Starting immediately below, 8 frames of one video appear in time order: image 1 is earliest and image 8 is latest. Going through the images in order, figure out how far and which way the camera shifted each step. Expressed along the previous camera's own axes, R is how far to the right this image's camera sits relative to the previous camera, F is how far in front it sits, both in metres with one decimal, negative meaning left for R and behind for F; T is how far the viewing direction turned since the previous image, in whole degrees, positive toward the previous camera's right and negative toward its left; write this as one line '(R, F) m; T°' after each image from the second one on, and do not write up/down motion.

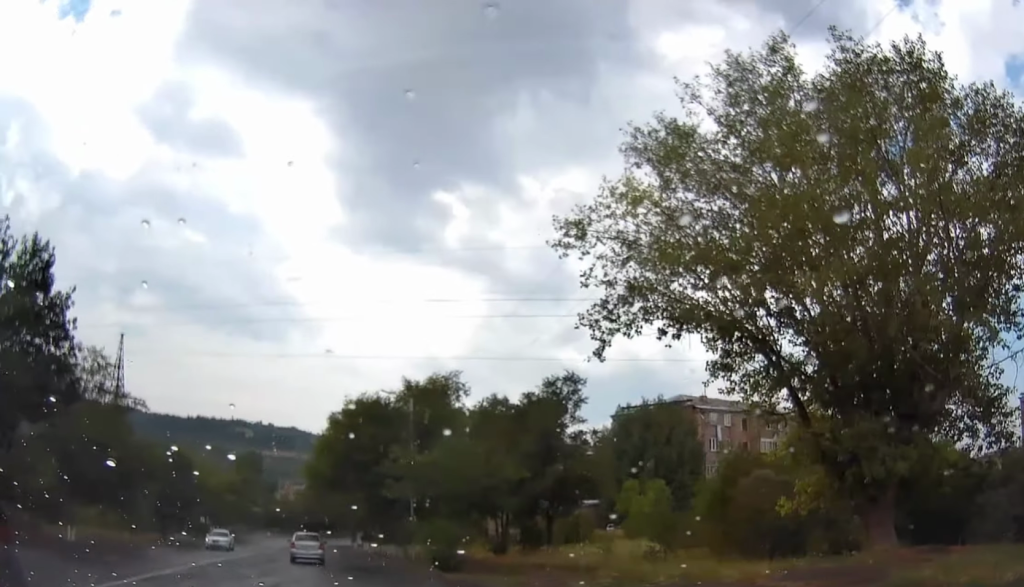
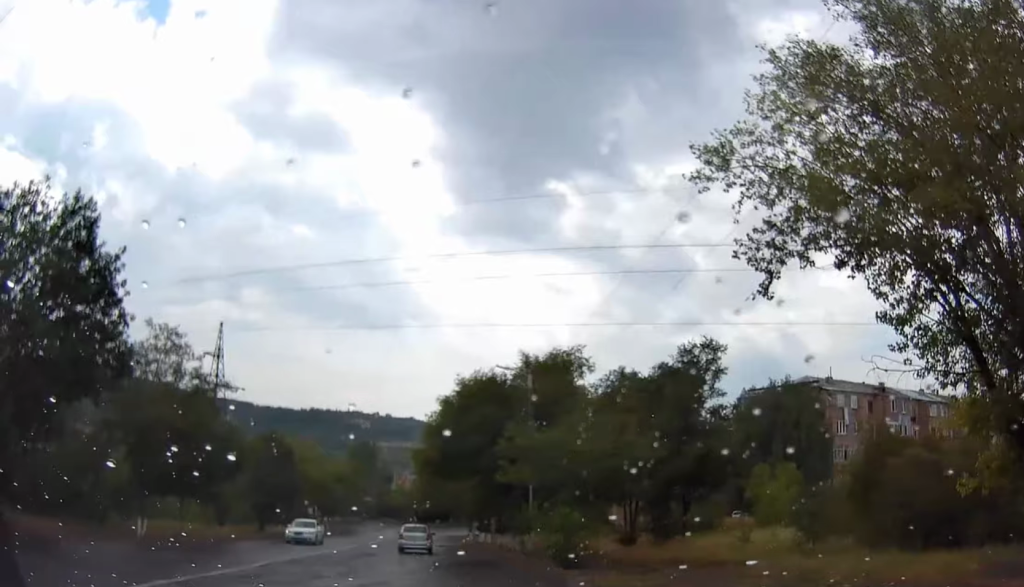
(0.0, +2.7) m; -11°
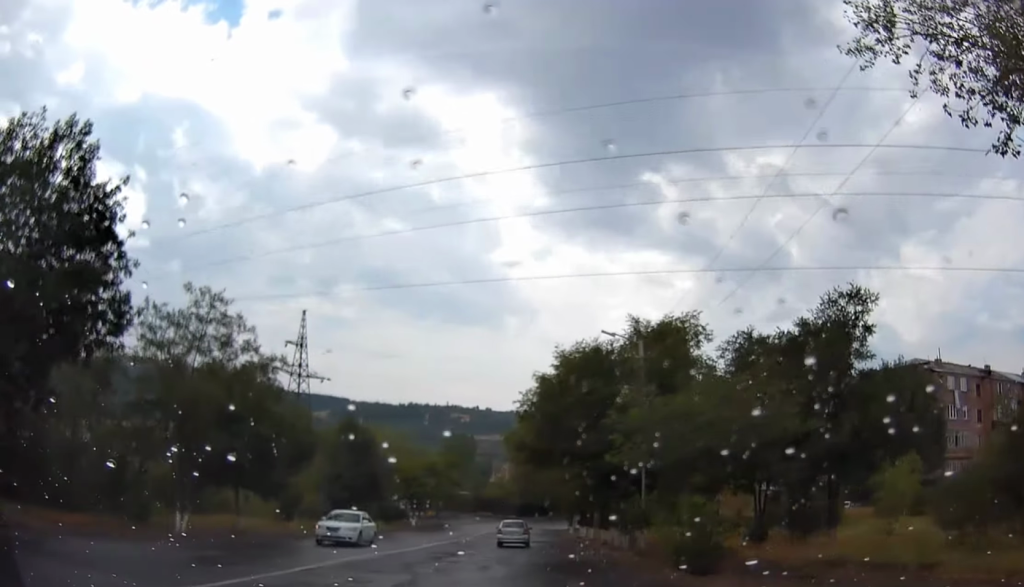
(-0.7, +3.9) m; -12°
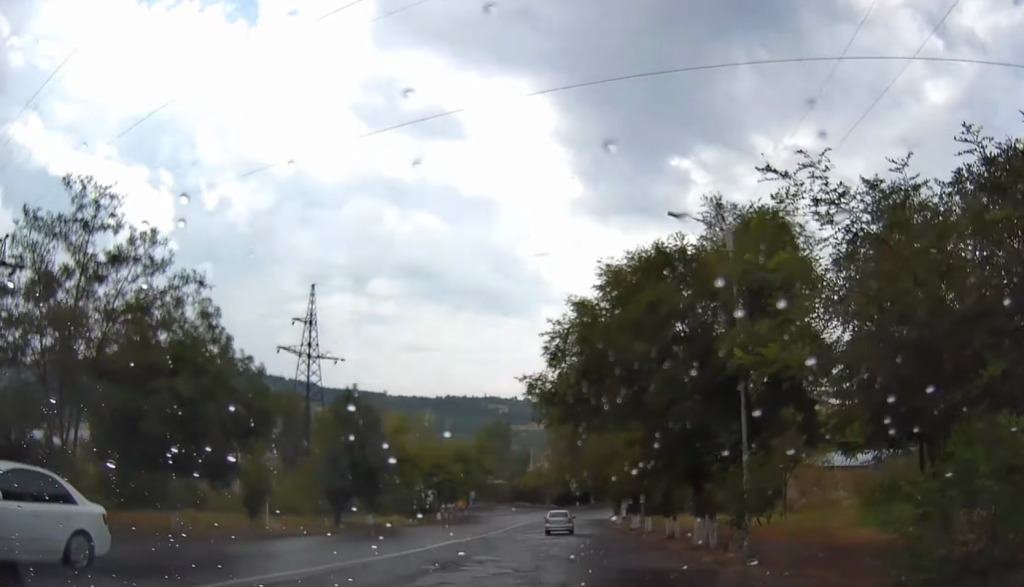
(-1.4, +8.1) m; -15°
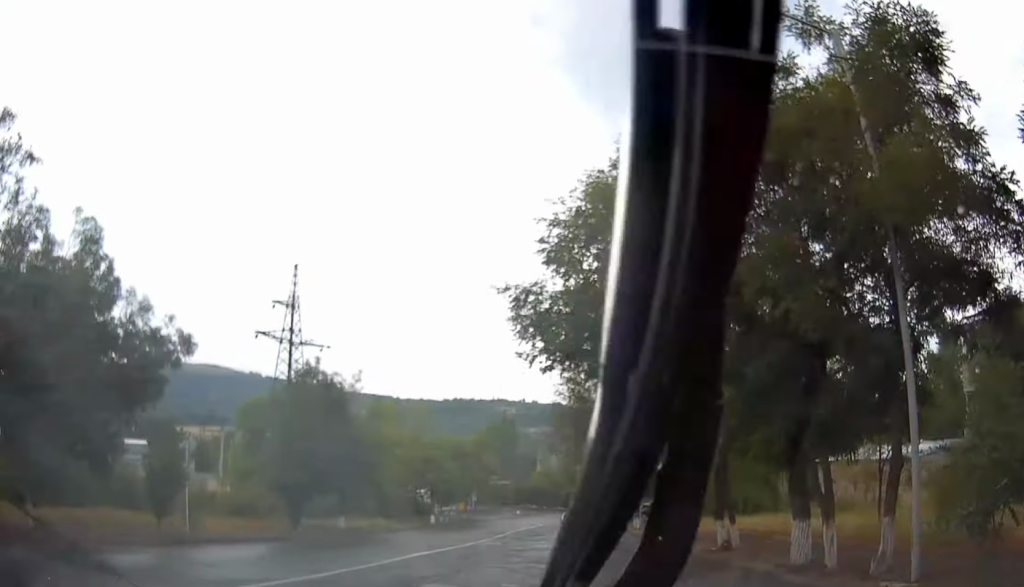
(-0.4, +6.8) m; -5°
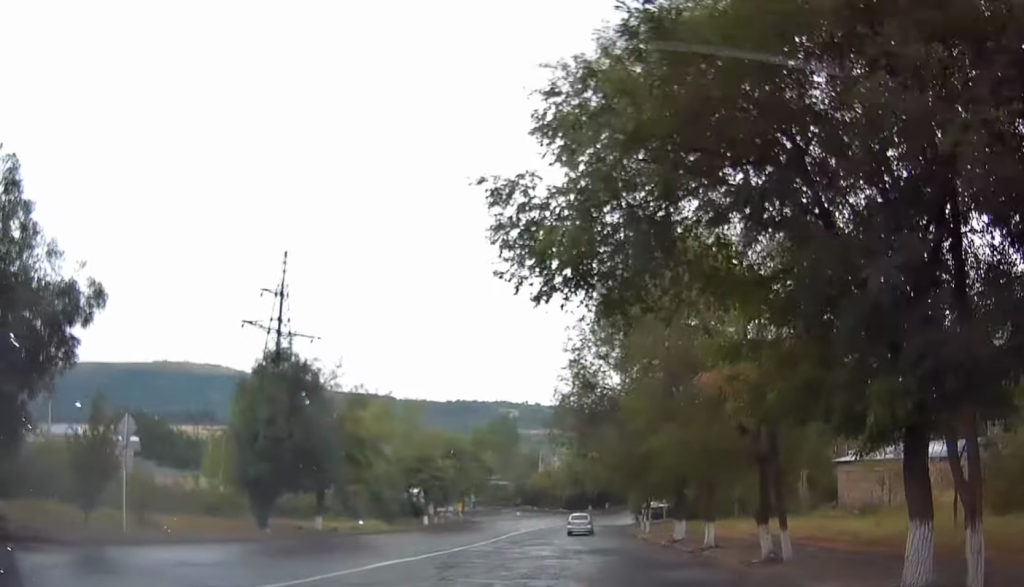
(-0.1, +3.5) m; -2°
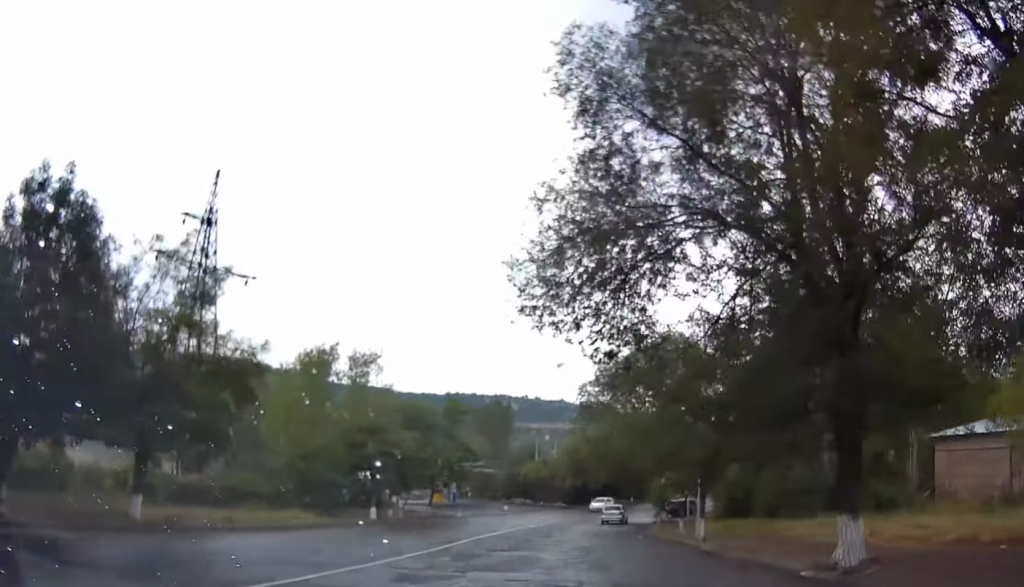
(-0.5, +14.2) m; -3°
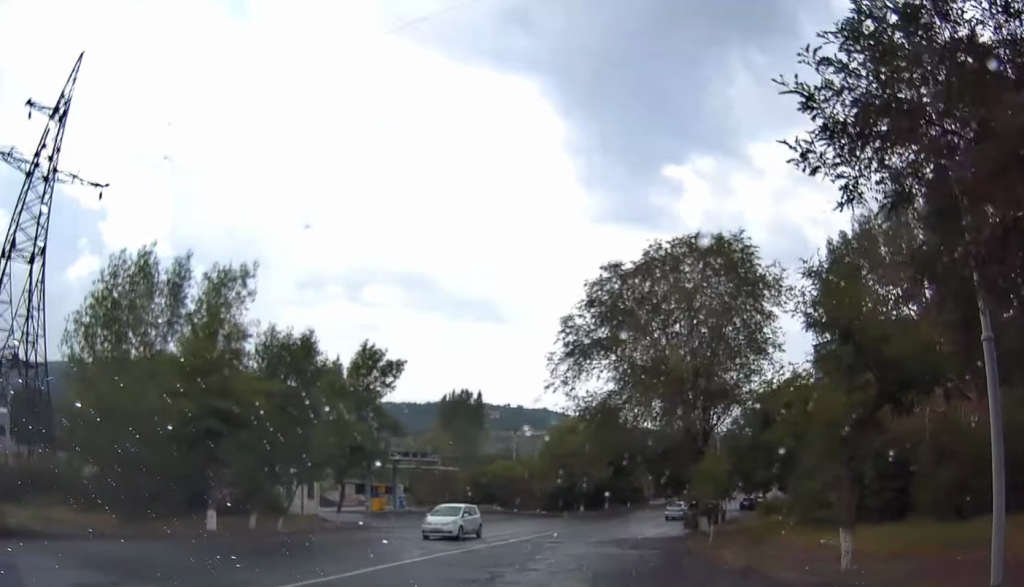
(0.0, +17.6) m; 0°
